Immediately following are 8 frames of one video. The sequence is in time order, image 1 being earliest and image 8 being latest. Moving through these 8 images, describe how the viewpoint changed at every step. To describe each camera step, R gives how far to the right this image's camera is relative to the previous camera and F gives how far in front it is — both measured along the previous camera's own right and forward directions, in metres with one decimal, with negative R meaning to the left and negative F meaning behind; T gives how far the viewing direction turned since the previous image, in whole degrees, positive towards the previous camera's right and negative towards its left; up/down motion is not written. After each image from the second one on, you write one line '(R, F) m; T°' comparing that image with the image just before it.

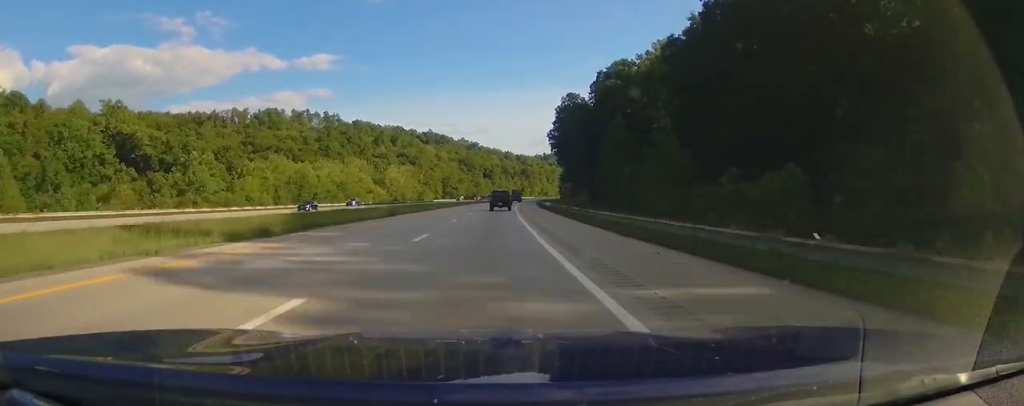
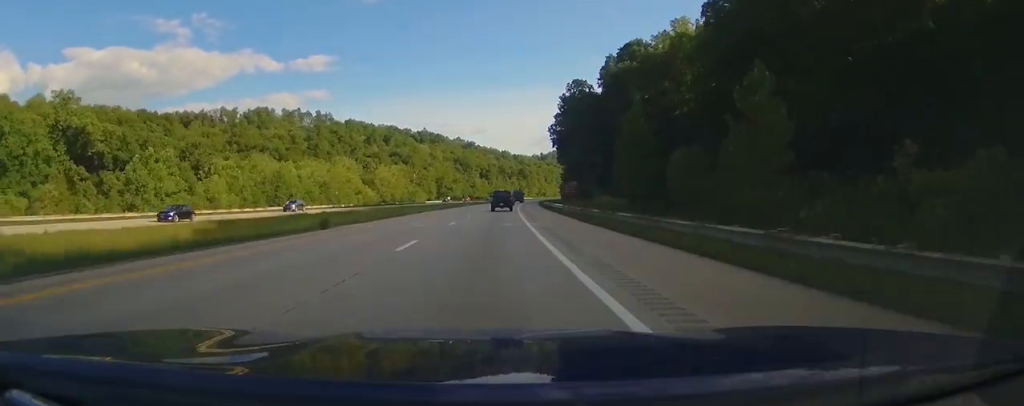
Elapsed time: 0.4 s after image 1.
(0.0, +15.3) m; 0°
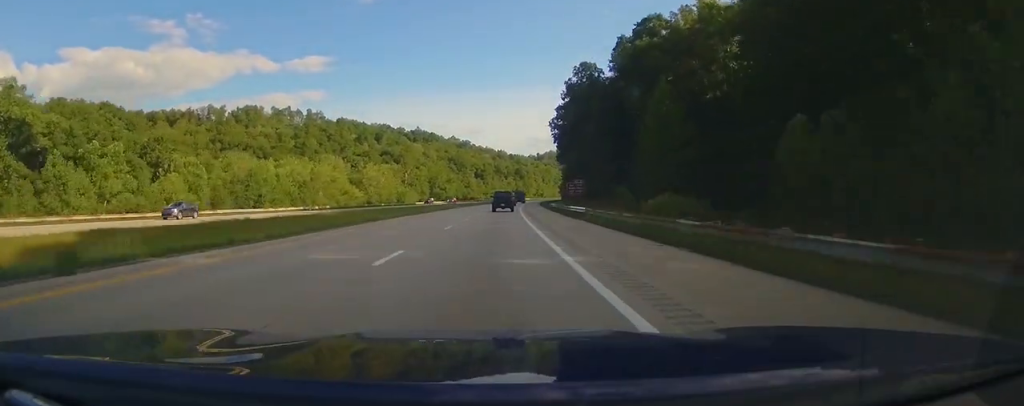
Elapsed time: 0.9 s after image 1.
(0.0, +15.3) m; 0°
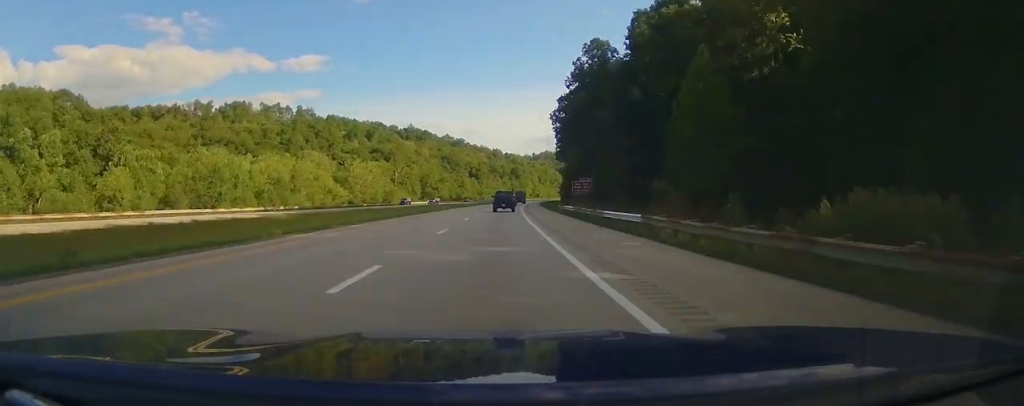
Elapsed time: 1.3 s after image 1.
(0.0, +15.3) m; 0°
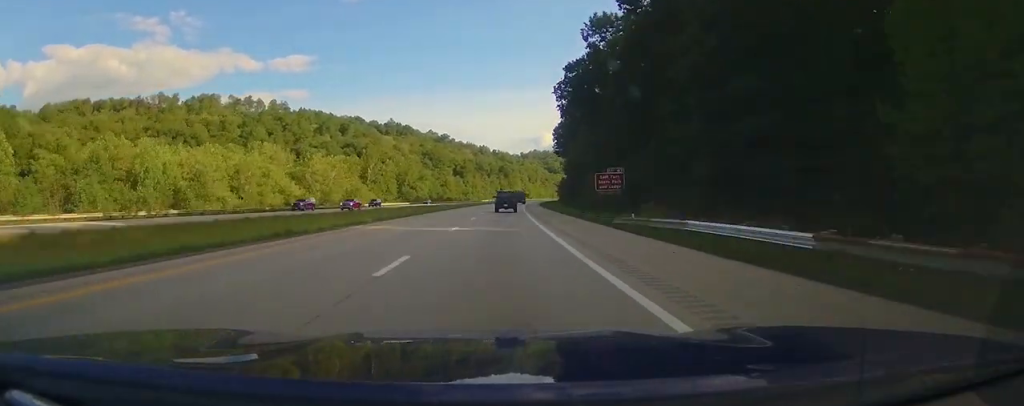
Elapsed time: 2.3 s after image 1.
(0.0, +35.3) m; +1°
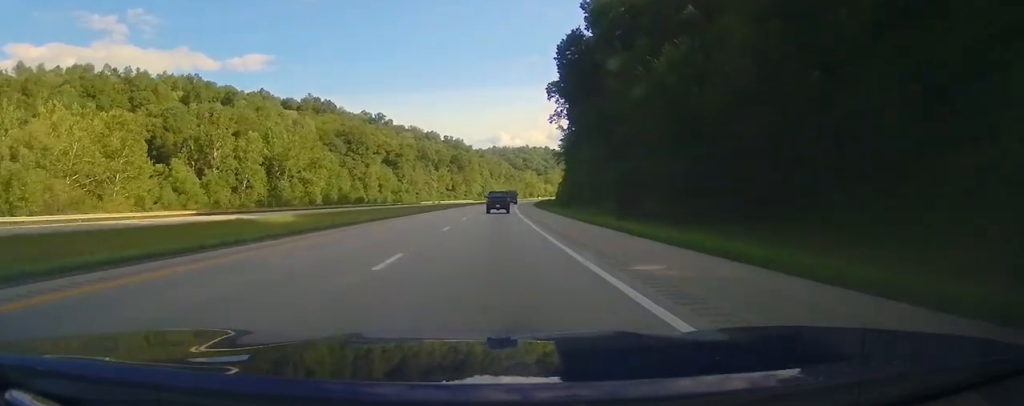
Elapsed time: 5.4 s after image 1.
(+8.4, +109.4) m; +6°
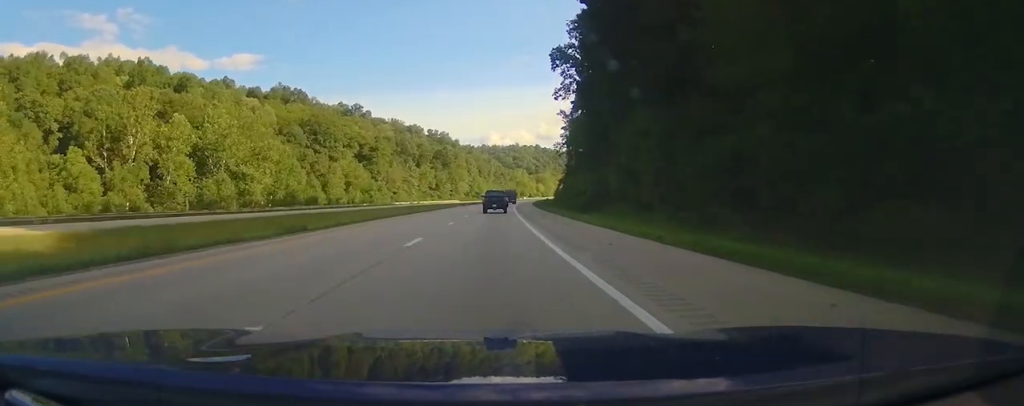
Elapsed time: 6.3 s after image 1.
(0.0, +32.2) m; 0°
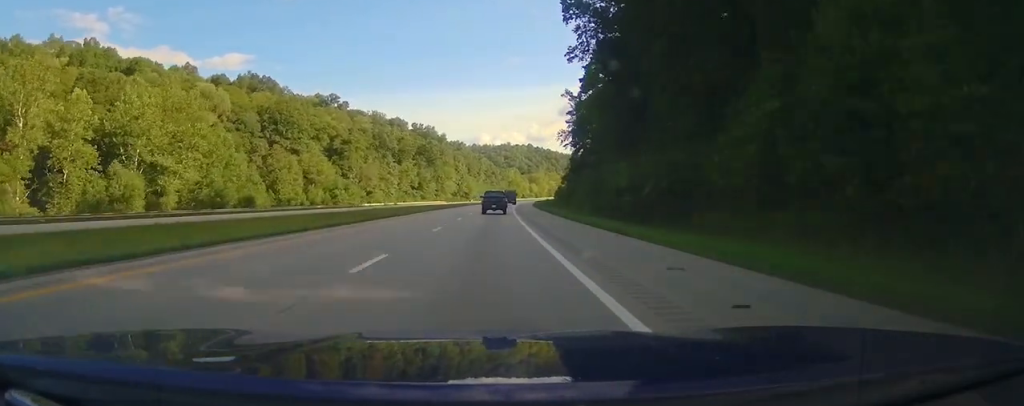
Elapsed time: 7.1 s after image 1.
(0.0, +29.9) m; 0°
